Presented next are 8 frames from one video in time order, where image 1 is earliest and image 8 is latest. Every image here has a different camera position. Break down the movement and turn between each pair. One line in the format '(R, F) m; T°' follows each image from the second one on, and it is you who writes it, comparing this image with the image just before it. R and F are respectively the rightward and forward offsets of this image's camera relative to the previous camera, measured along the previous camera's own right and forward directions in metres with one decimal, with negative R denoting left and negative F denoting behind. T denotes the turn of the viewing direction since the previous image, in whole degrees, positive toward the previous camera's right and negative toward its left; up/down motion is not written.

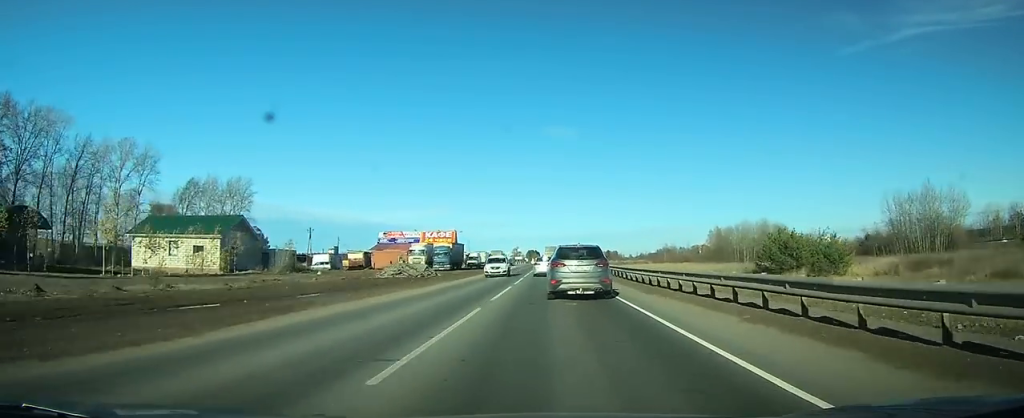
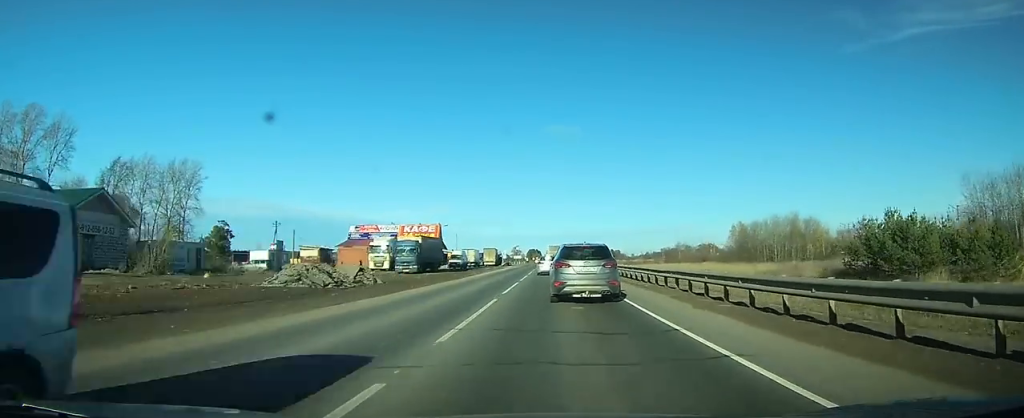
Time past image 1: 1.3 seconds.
(0.0, +21.2) m; 0°
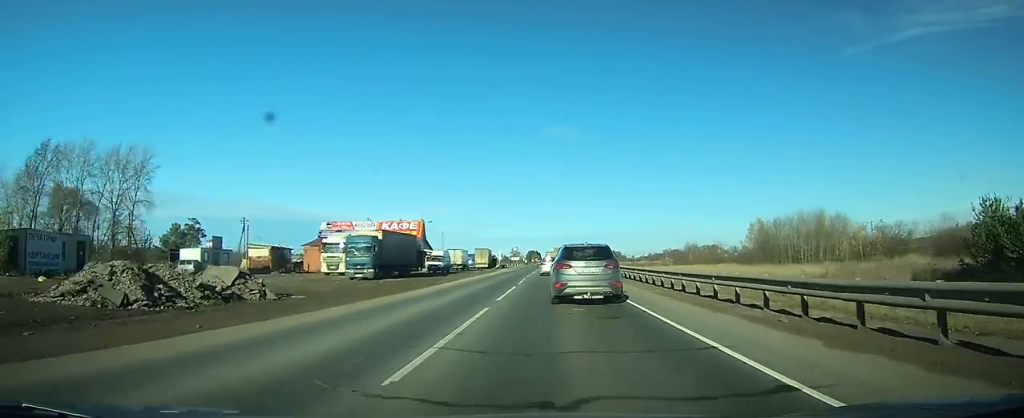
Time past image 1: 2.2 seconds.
(0.0, +15.4) m; 0°
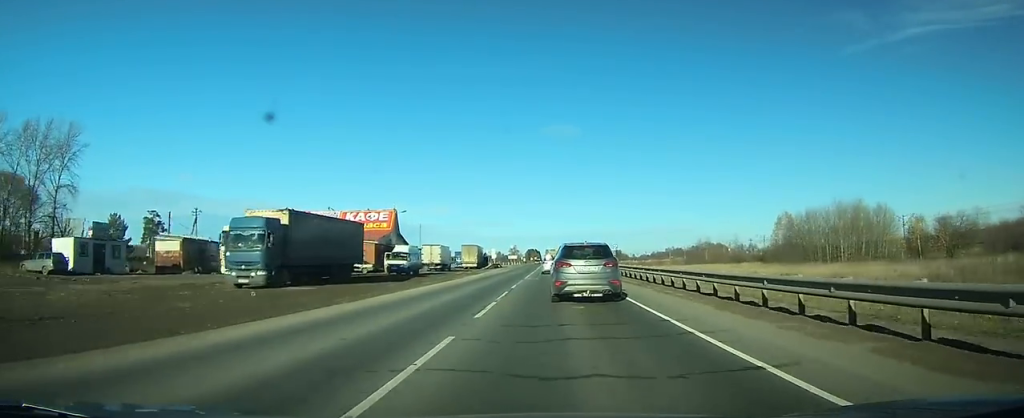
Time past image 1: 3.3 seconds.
(0.0, +18.4) m; 0°
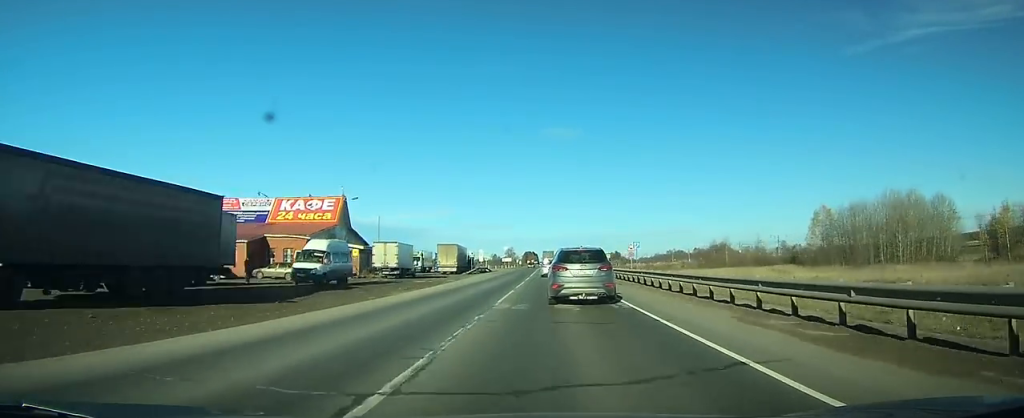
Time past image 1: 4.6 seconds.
(0.0, +20.3) m; 0°
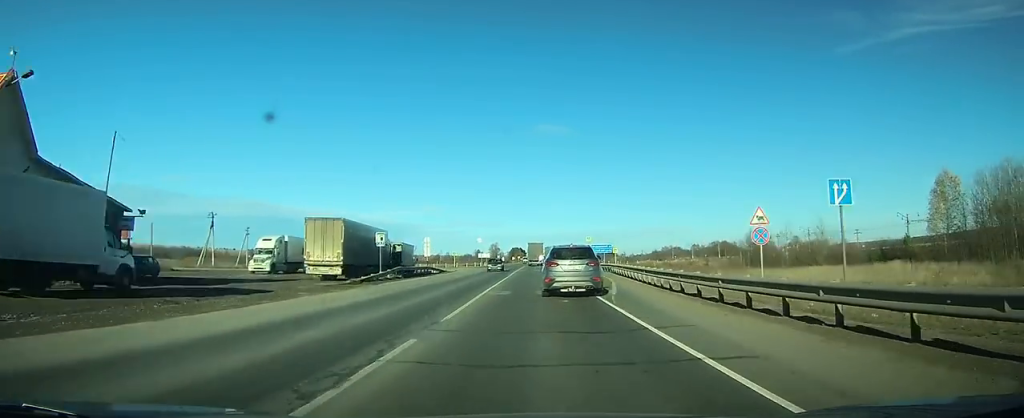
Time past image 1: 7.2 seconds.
(+0.2, +41.3) m; +1°
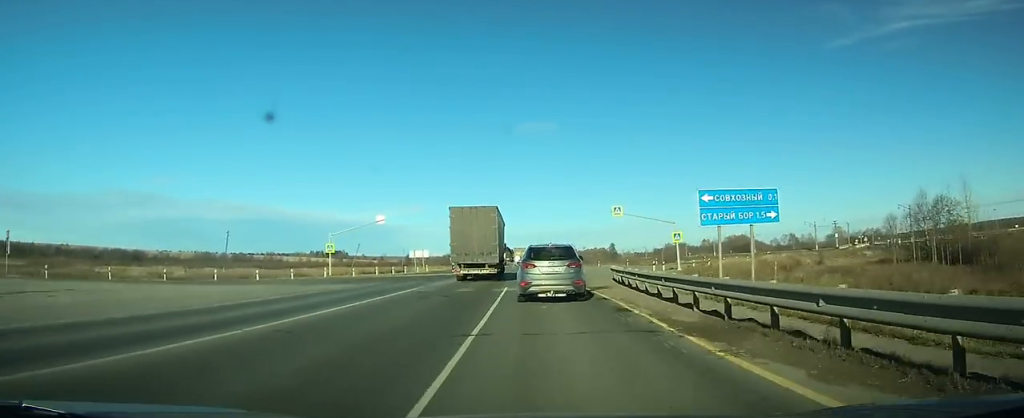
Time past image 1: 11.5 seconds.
(+1.6, +68.9) m; +2°
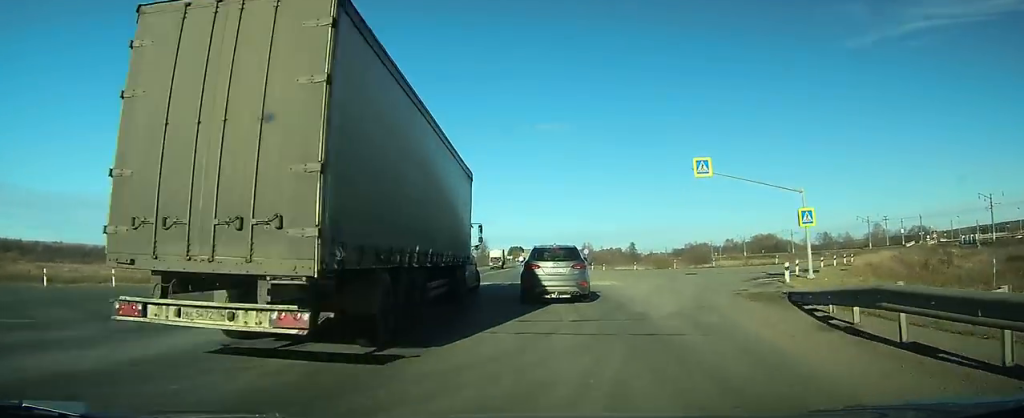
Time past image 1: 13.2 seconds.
(0.0, +26.5) m; -1°
